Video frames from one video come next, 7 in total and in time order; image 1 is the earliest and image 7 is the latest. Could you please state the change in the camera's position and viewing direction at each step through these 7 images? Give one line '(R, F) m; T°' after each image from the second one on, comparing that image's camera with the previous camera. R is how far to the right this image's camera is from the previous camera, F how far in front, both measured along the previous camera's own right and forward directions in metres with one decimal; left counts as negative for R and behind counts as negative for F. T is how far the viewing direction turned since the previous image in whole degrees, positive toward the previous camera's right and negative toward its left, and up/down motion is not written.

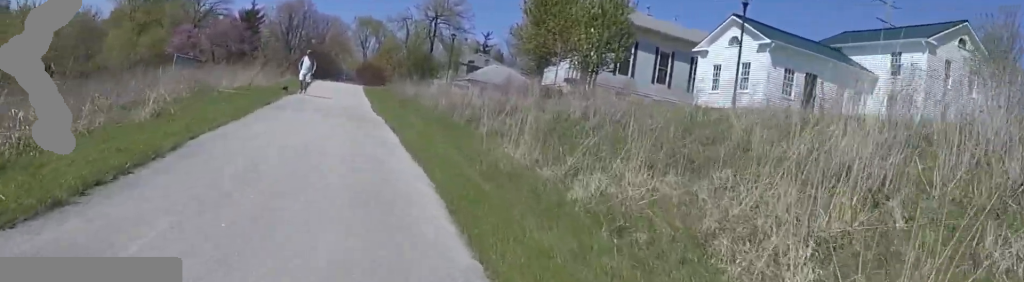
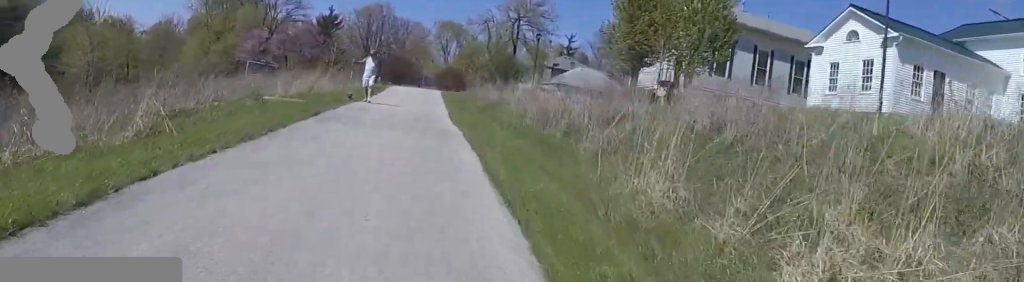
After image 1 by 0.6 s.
(-0.2, +3.3) m; +1°
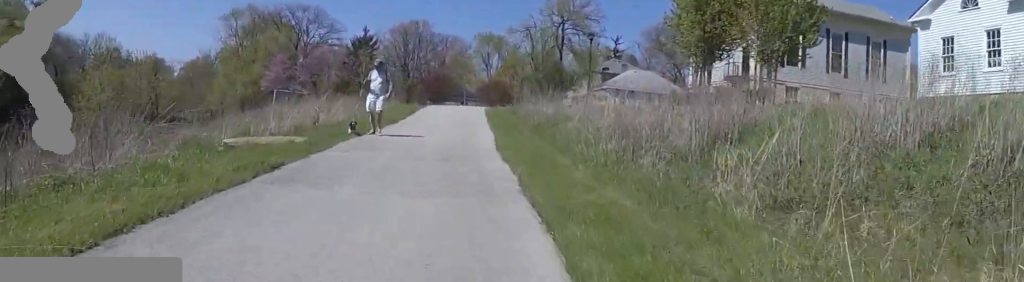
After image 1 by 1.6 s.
(+0.2, +5.0) m; +6°
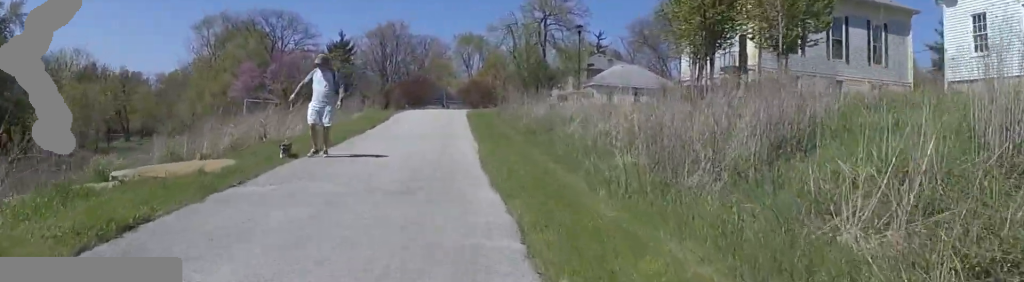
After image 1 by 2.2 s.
(+0.5, +3.0) m; +1°
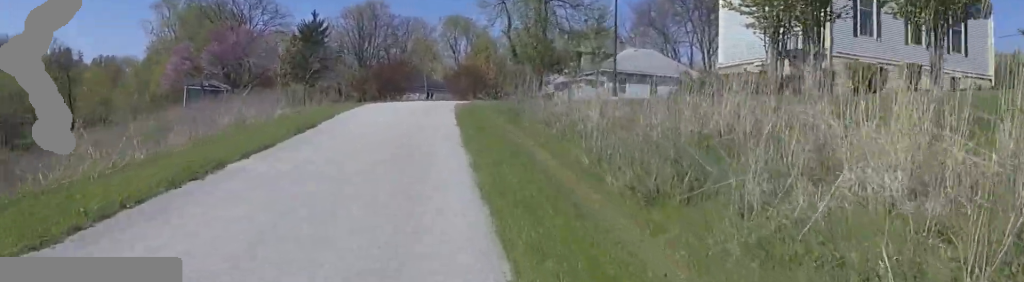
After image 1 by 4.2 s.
(-1.7, +9.6) m; +1°
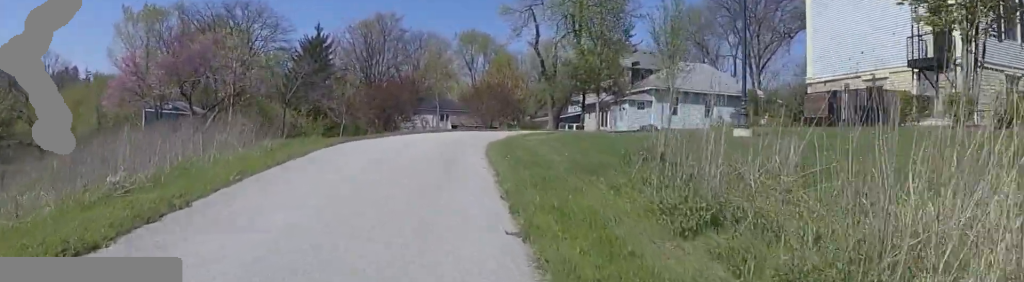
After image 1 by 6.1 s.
(+0.3, +8.7) m; -11°
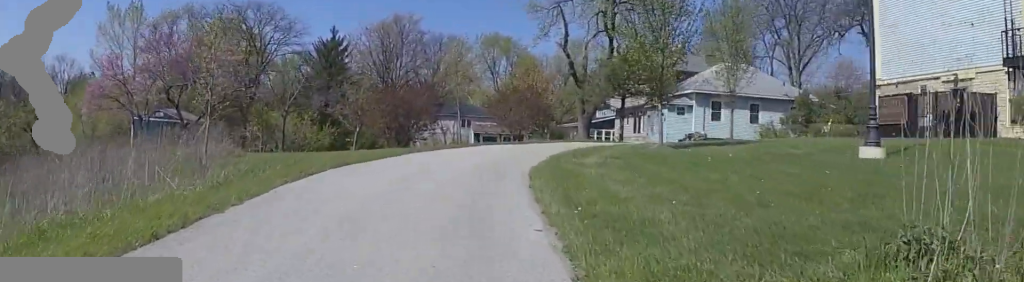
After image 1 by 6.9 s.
(-0.2, +3.9) m; -3°
